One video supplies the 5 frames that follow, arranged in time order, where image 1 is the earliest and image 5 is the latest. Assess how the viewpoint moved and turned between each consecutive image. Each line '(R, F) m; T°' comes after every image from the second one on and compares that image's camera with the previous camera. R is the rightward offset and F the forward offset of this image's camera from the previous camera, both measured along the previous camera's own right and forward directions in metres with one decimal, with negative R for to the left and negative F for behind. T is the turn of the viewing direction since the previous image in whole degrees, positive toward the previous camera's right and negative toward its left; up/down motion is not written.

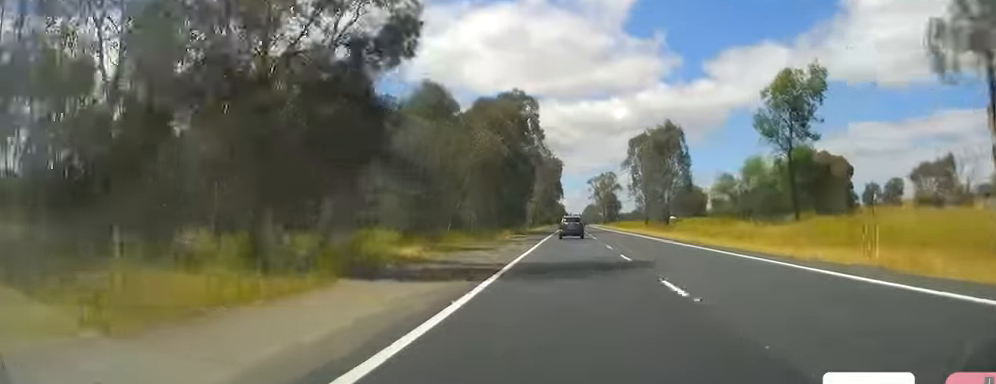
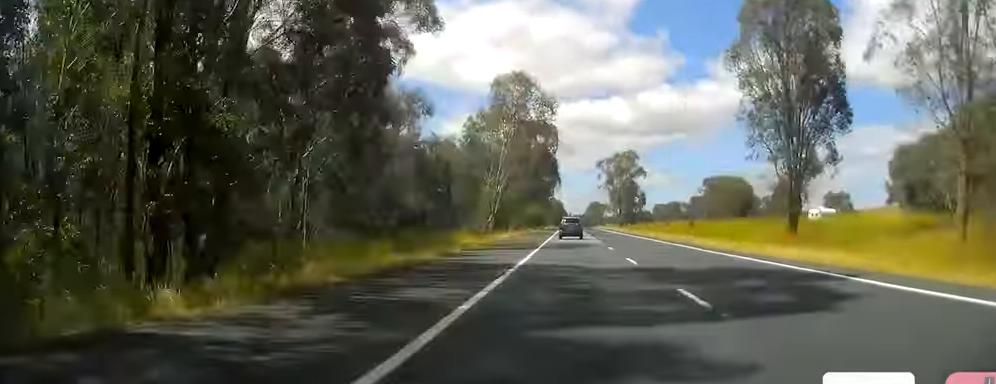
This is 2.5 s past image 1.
(+0.5, +73.0) m; 0°
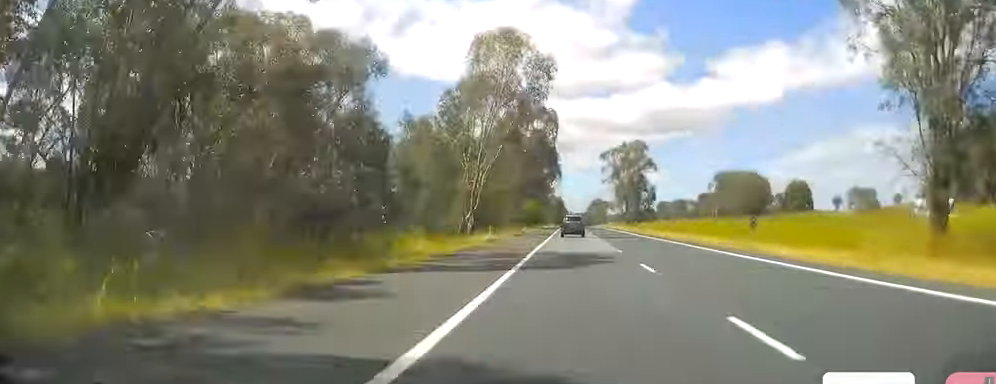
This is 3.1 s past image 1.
(-0.3, +16.3) m; 0°
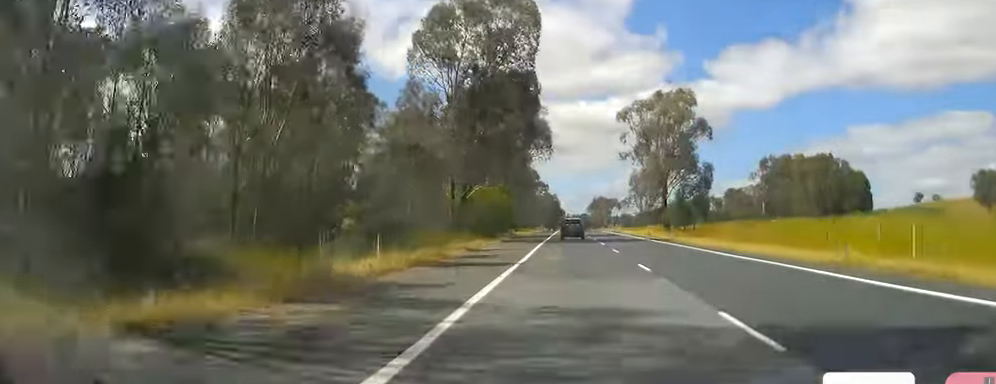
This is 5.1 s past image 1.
(+0.9, +58.6) m; +1°
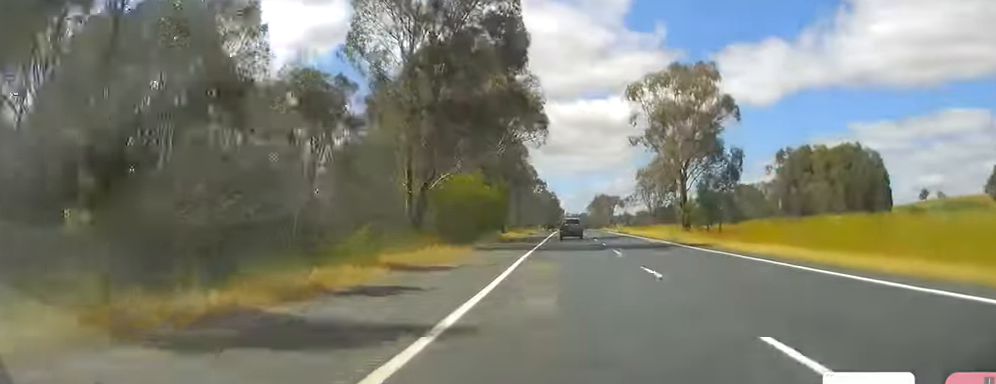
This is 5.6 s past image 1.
(0.0, +14.4) m; 0°
